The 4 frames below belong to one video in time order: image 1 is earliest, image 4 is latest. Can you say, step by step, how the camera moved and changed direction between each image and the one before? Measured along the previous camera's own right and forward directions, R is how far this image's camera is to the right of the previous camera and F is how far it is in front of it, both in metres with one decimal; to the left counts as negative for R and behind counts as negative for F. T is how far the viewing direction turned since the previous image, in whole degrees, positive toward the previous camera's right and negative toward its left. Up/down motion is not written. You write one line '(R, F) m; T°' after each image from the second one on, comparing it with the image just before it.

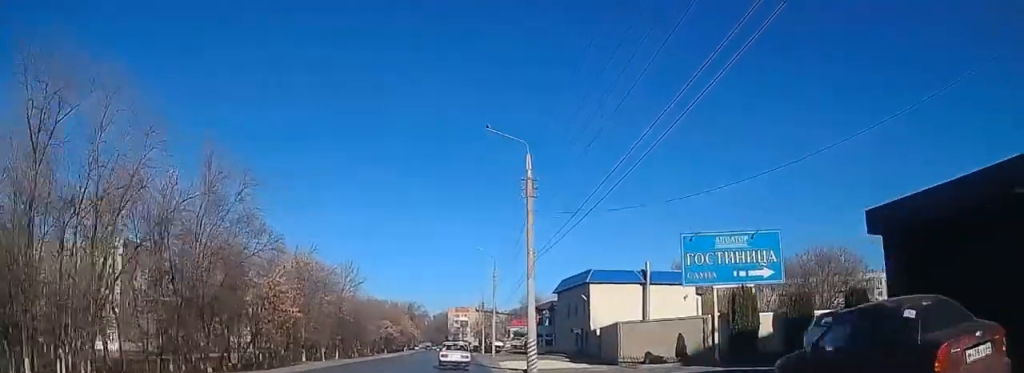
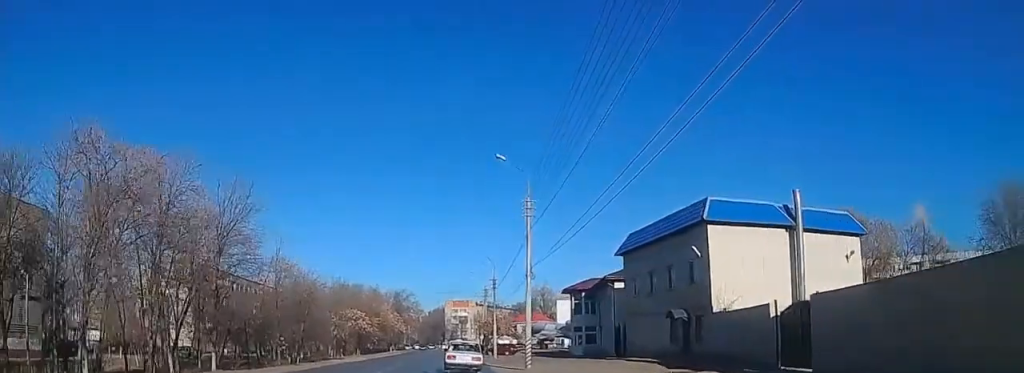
(-2.1, +30.3) m; -5°
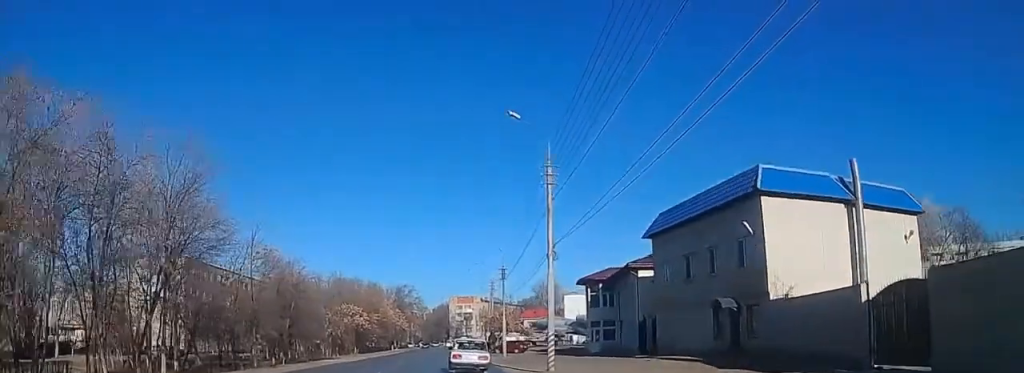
(+0.4, +6.0) m; +2°
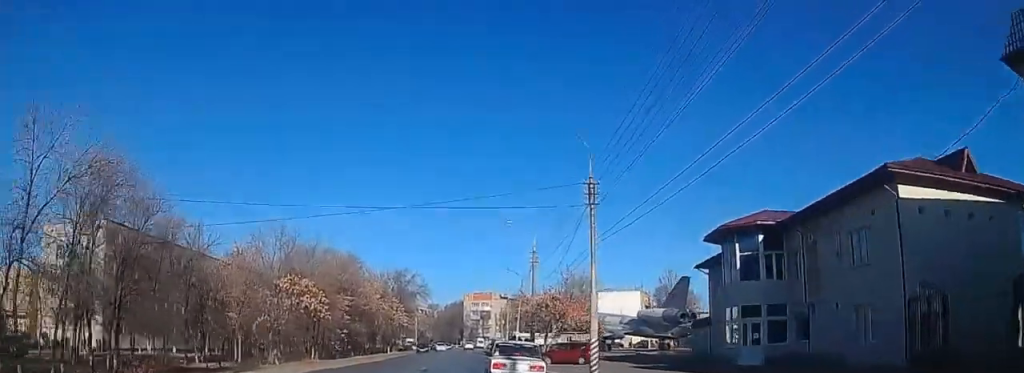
(+1.3, +30.2) m; +2°
